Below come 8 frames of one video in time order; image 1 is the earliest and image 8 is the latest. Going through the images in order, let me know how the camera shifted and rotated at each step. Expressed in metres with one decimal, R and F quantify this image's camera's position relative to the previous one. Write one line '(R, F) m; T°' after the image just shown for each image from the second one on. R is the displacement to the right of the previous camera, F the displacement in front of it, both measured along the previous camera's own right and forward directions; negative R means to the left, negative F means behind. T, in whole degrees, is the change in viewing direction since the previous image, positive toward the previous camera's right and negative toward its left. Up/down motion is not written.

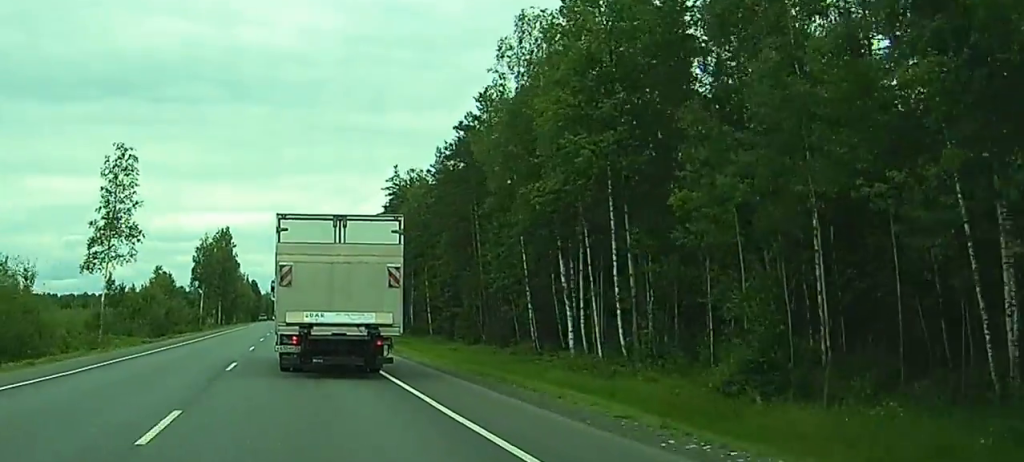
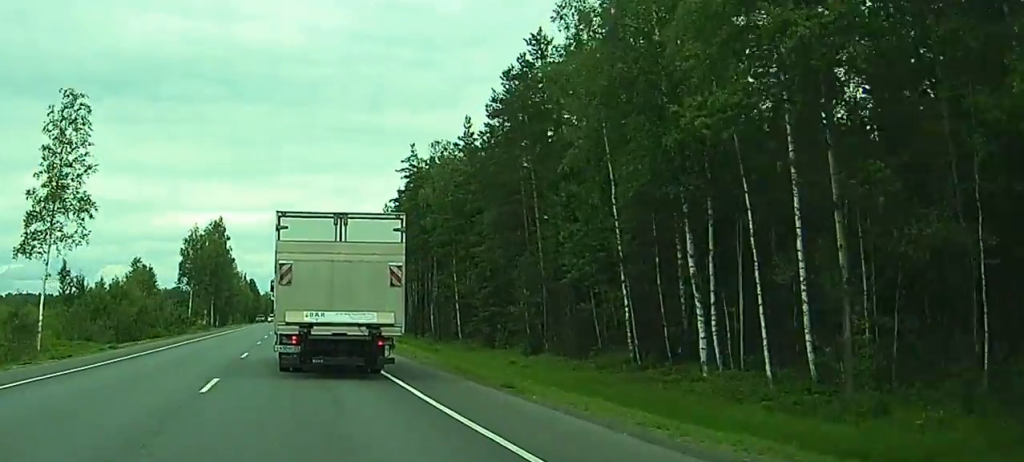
(0.0, +16.4) m; -1°
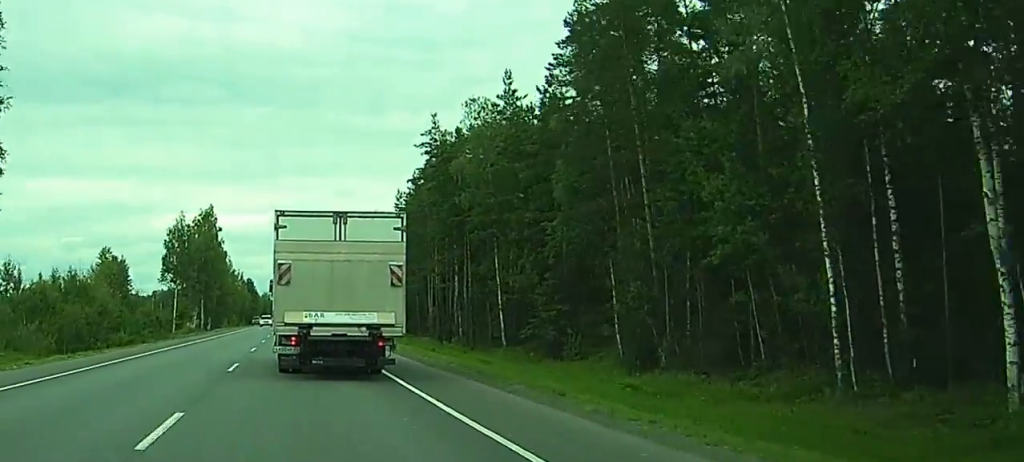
(-0.4, +16.3) m; +1°
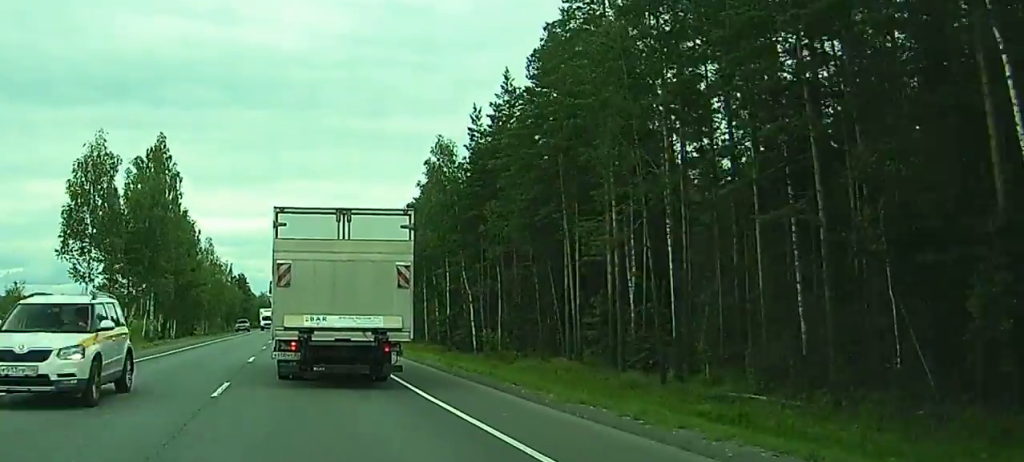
(+0.9, +58.3) m; 0°
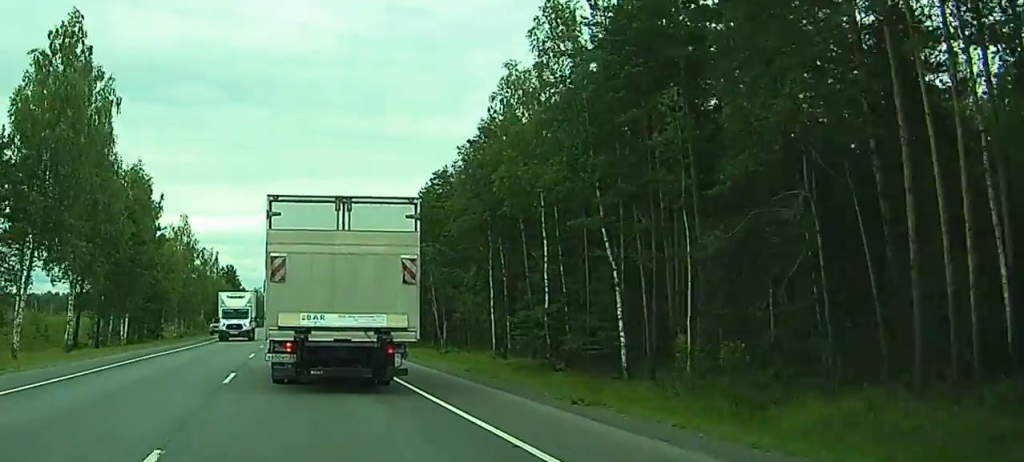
(+0.1, +34.6) m; 0°
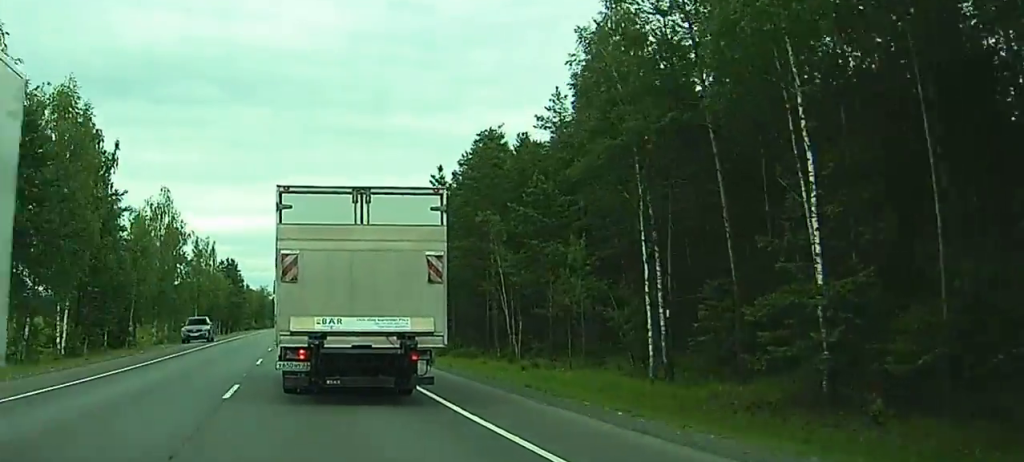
(0.0, +27.0) m; 0°
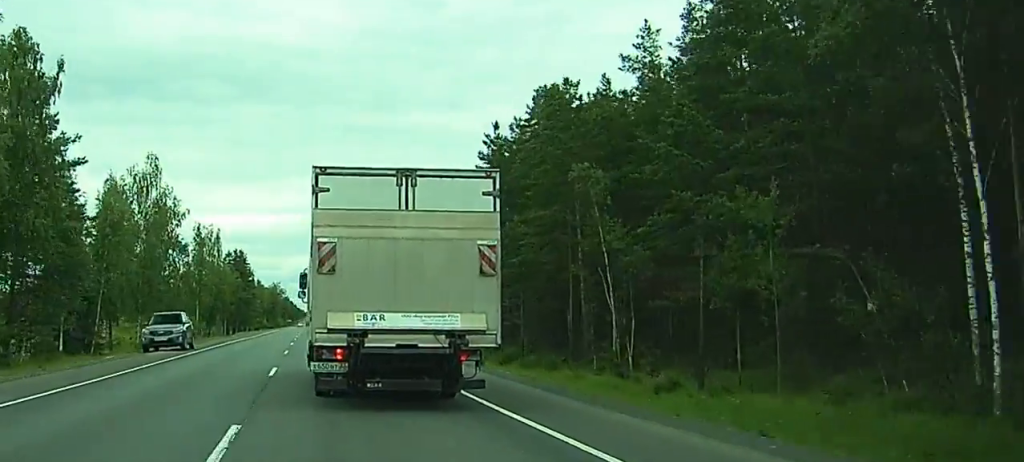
(-0.1, +19.1) m; -1°
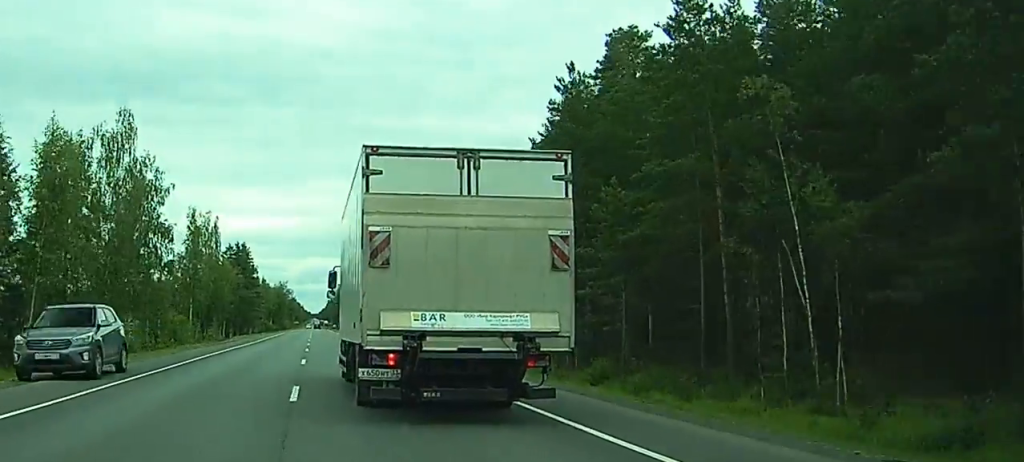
(-0.1, +17.4) m; -1°
